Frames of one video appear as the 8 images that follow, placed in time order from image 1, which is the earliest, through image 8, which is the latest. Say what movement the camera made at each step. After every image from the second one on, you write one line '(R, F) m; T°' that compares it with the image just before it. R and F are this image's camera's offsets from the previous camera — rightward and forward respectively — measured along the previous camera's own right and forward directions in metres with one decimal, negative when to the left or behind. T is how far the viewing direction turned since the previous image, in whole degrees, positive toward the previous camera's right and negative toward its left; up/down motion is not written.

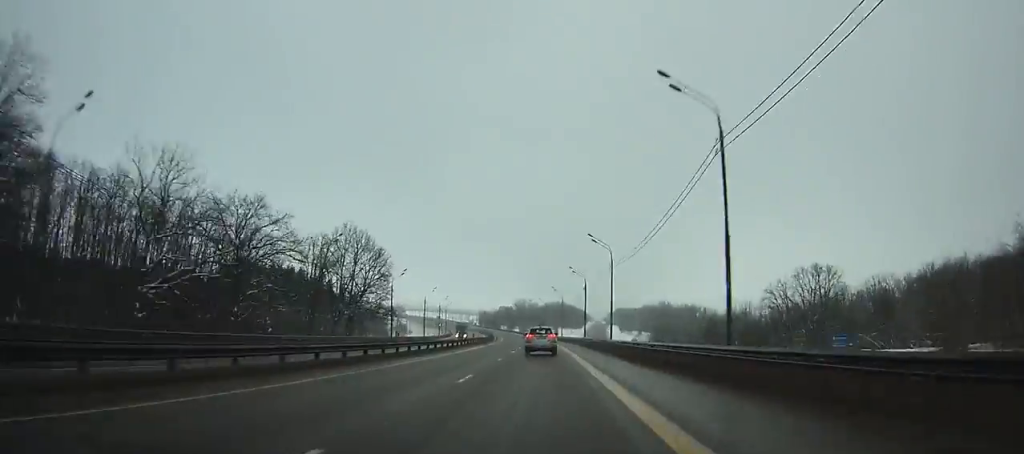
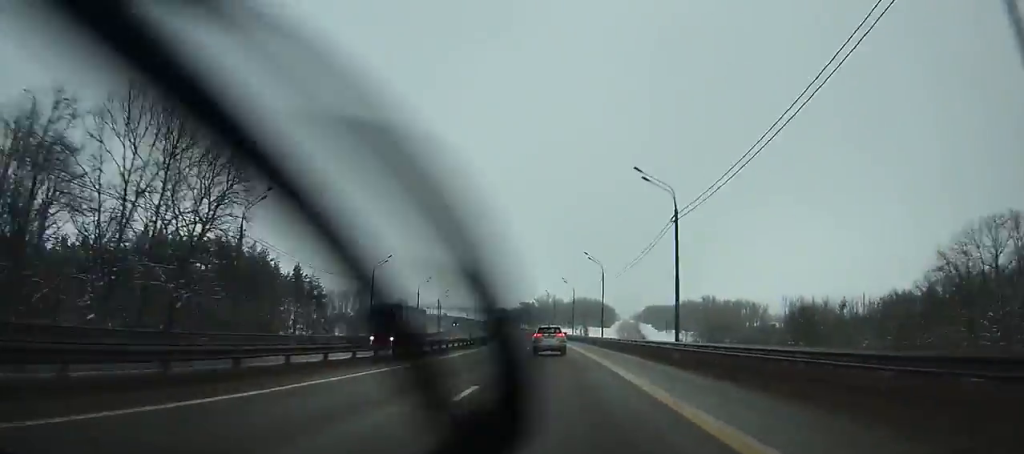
(-1.0, +51.8) m; -2°
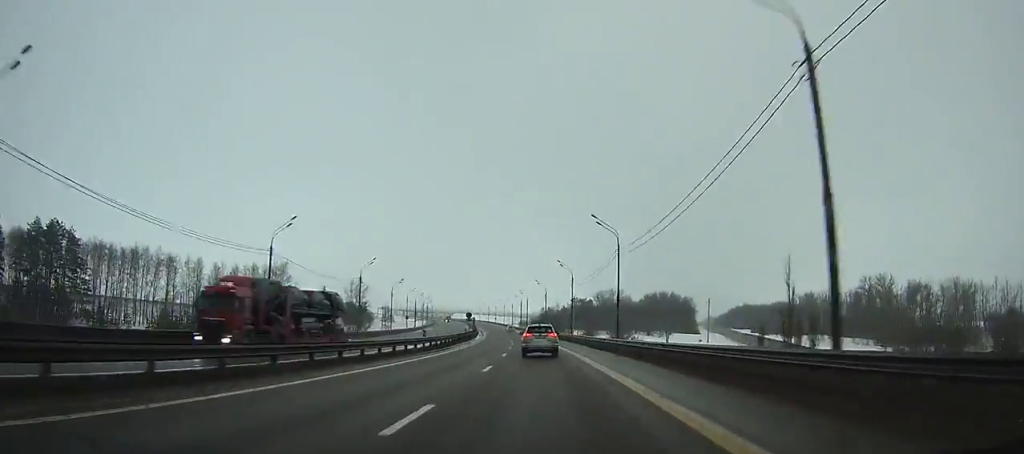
(-7.1, +131.2) m; -7°
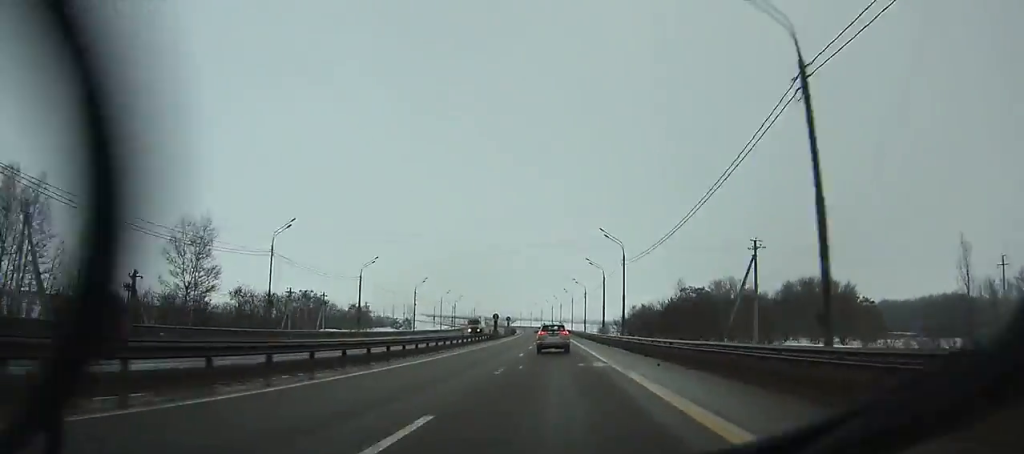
(-5.4, +107.0) m; -5°
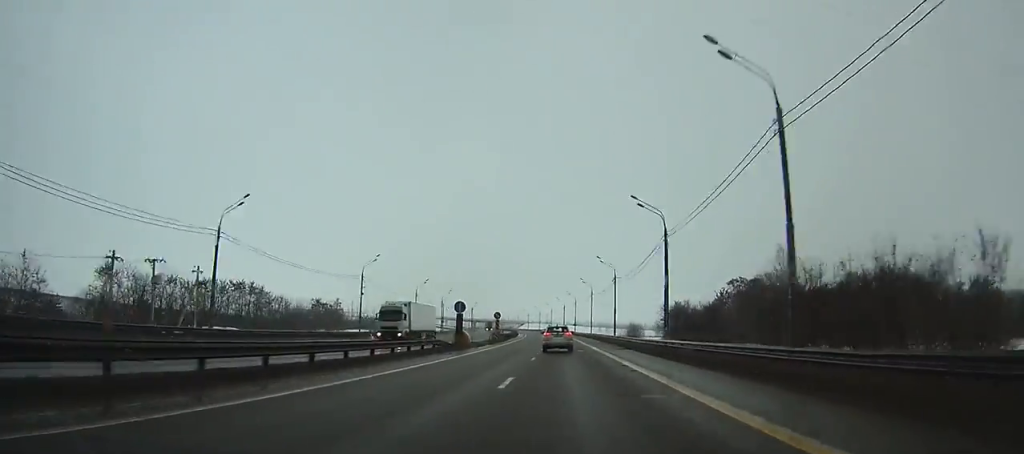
(-0.9, +39.1) m; -1°
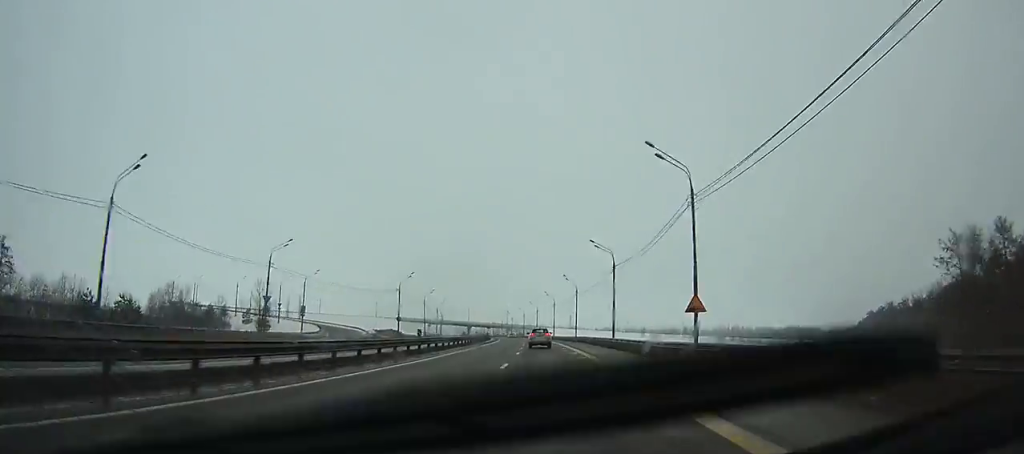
(-2.9, +123.0) m; -3°
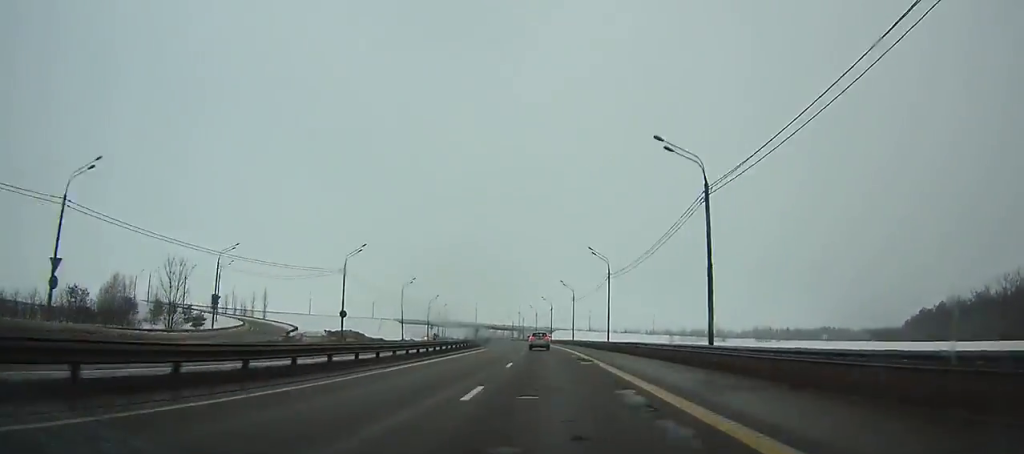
(-0.7, +32.6) m; -1°
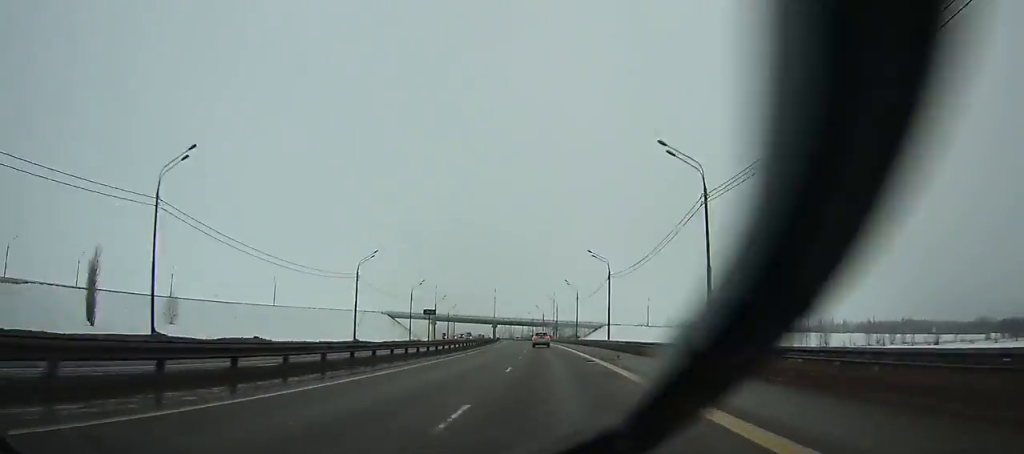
(-2.1, +74.9) m; -3°
